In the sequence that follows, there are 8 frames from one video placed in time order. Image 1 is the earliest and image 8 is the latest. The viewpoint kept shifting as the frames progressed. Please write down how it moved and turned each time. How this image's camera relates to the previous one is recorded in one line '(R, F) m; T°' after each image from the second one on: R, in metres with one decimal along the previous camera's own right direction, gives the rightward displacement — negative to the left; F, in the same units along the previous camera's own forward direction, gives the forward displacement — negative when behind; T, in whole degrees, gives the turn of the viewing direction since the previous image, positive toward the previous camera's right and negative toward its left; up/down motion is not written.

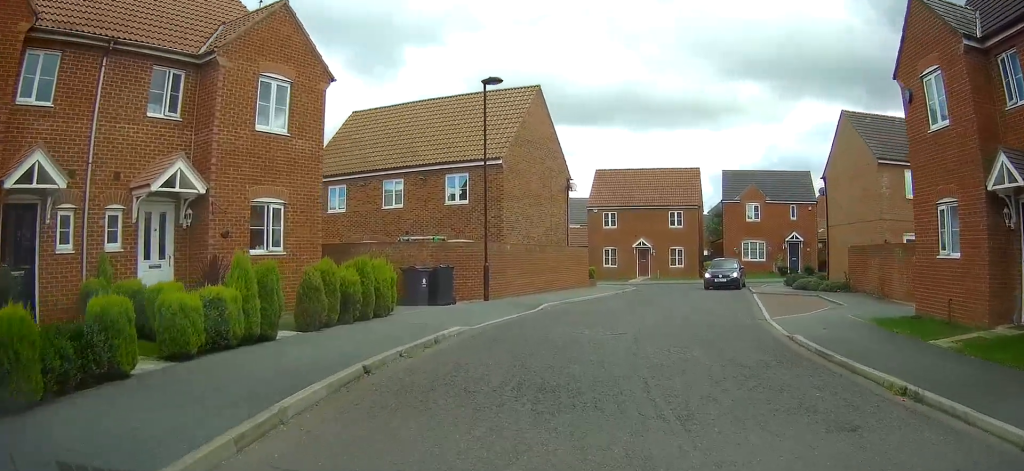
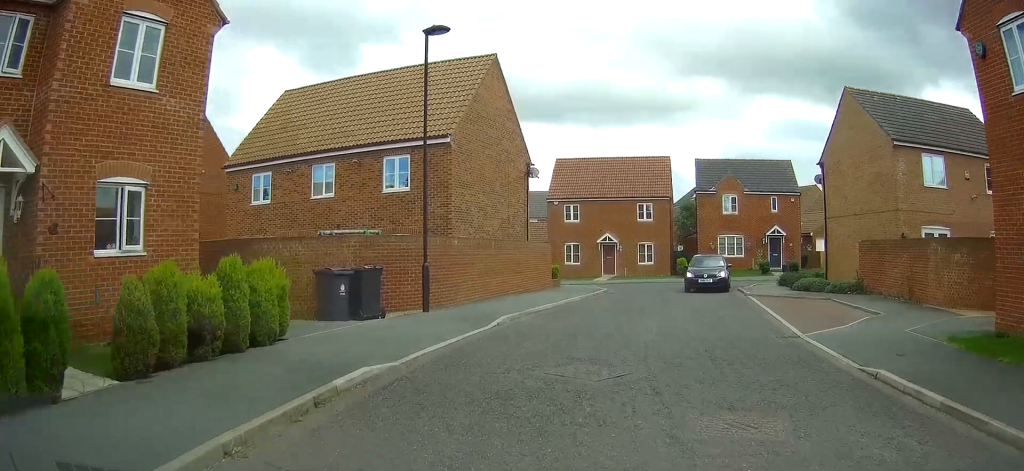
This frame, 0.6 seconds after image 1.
(+0.1, +4.4) m; +7°
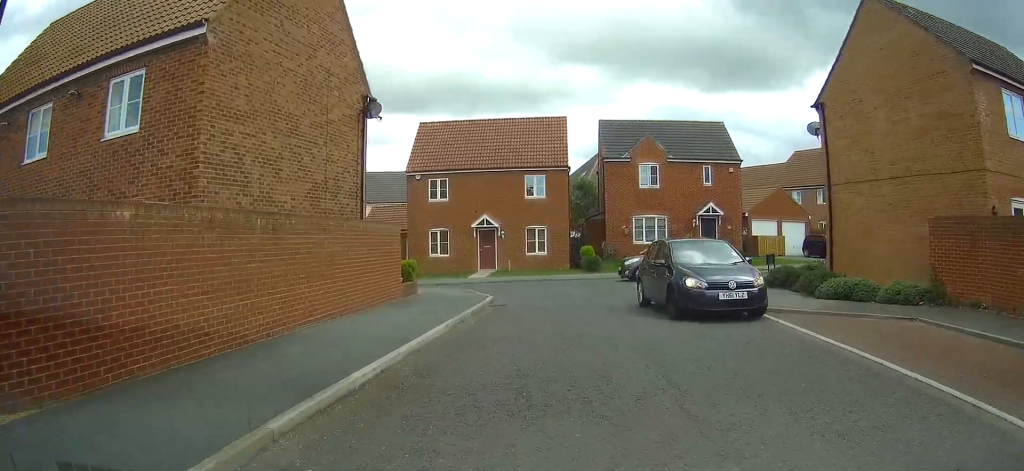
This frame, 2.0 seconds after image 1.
(+1.7, +11.0) m; +14°
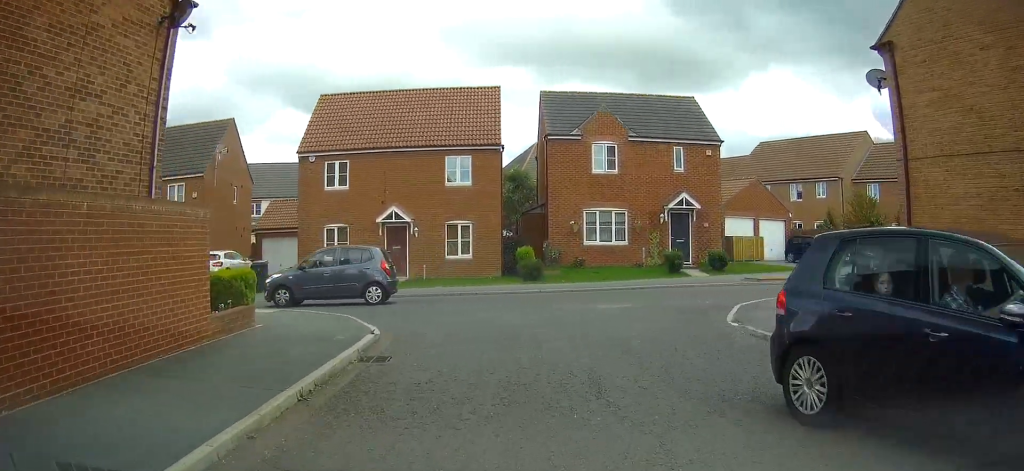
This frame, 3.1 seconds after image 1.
(0.0, +7.5) m; +1°
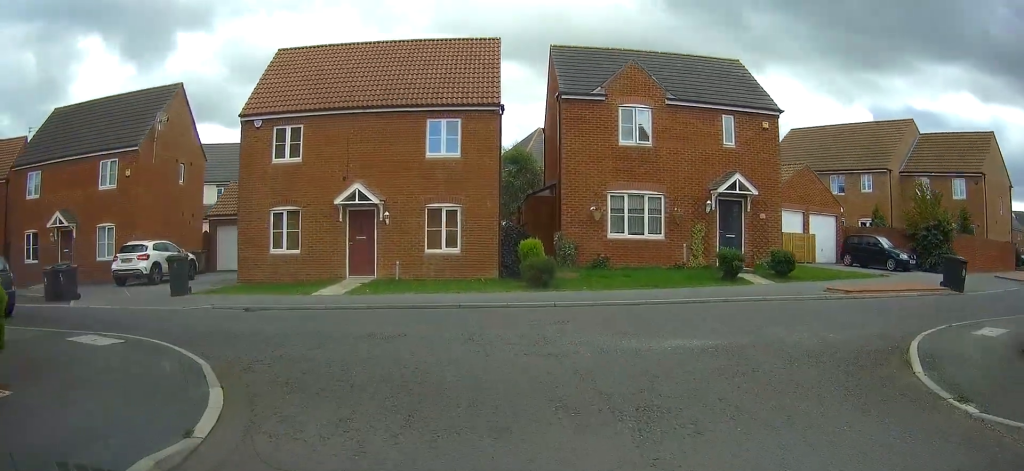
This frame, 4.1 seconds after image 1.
(+0.1, +5.9) m; -3°
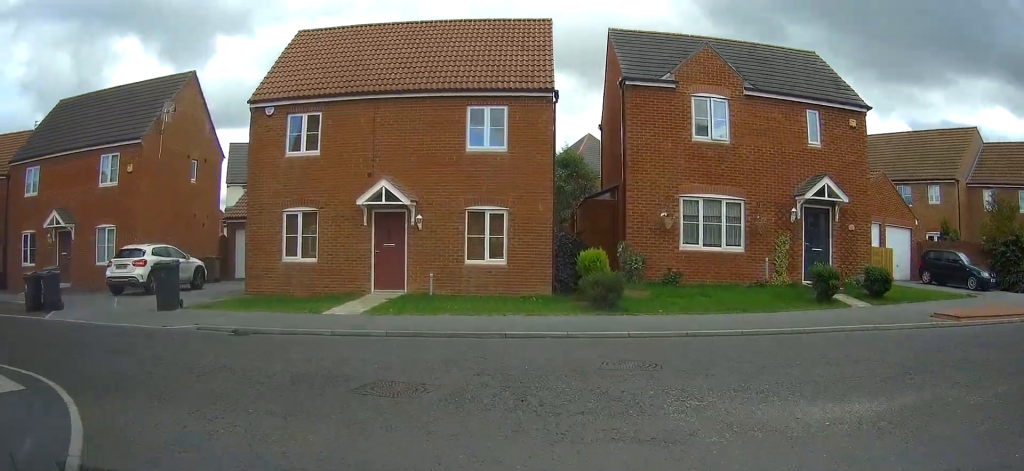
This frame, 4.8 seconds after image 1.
(-0.1, +3.0) m; -9°
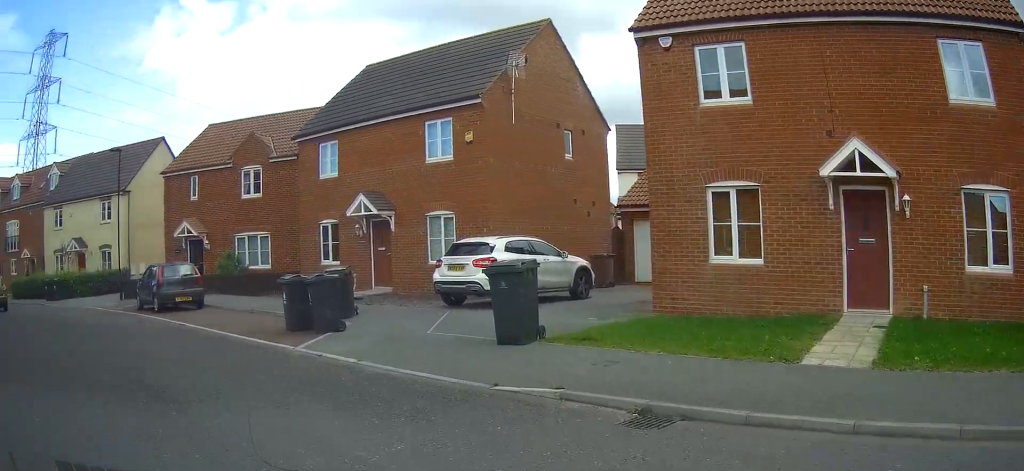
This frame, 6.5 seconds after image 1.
(-1.6, +6.5) m; -20°
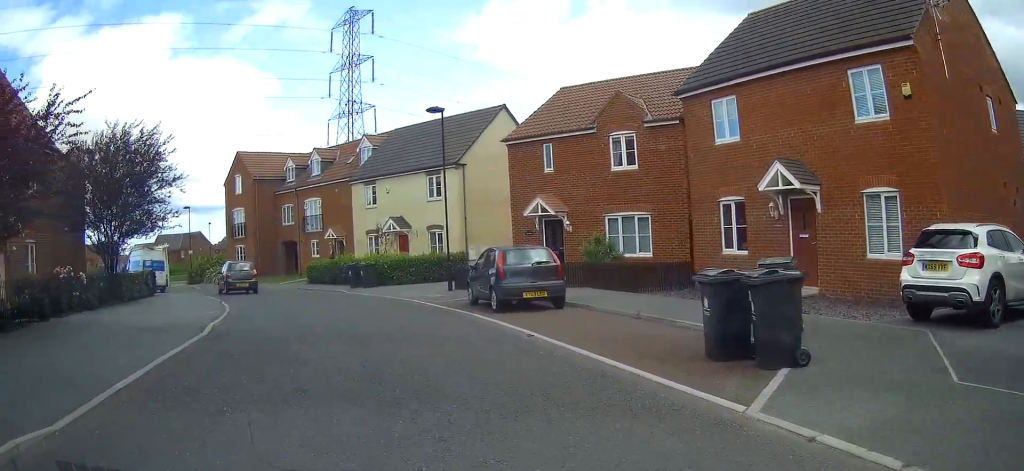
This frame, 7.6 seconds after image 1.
(-0.3, +5.6) m; -25°
